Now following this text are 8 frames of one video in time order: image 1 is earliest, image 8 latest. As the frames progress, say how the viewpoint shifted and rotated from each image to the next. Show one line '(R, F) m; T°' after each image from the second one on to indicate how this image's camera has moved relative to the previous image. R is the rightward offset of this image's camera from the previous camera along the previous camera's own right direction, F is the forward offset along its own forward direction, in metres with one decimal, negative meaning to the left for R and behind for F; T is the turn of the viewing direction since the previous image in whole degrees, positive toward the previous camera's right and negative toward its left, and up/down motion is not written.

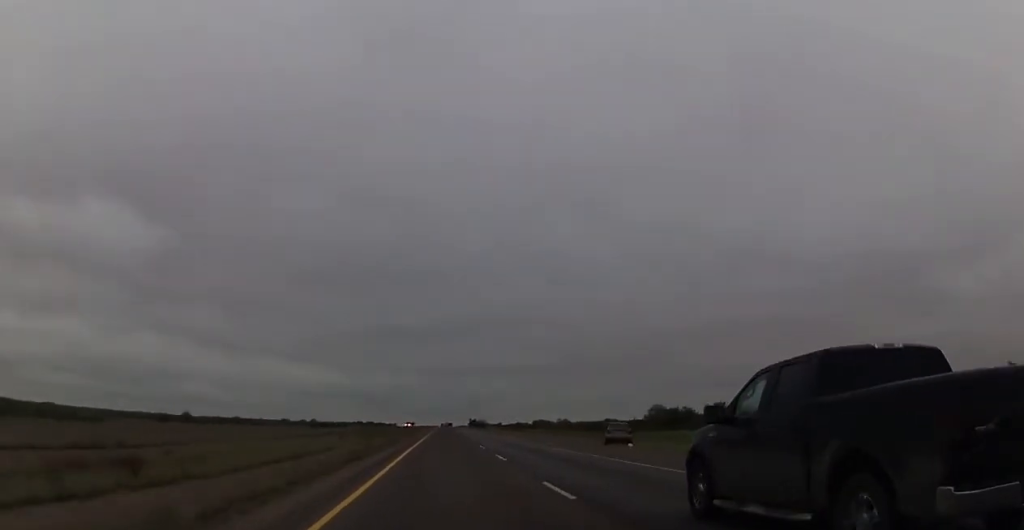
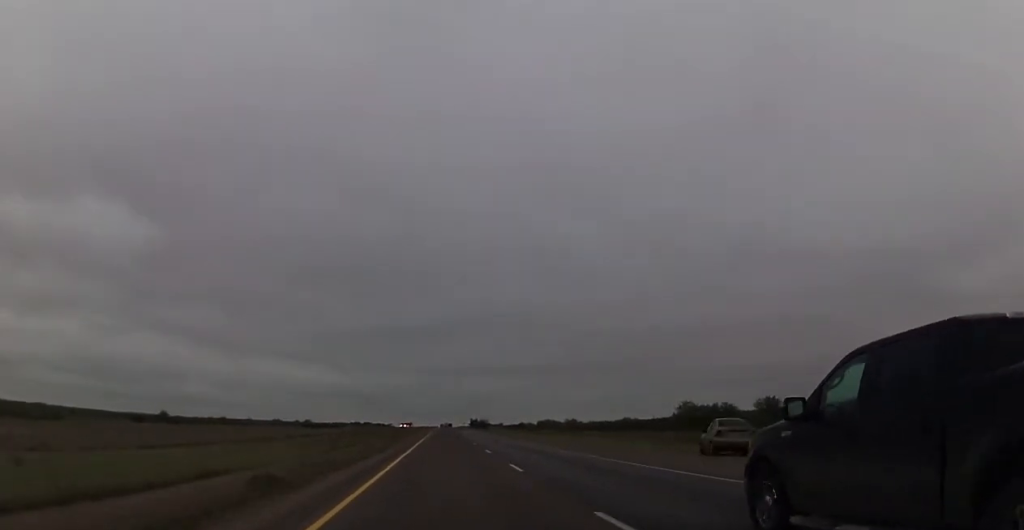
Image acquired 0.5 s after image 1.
(0.0, +17.0) m; 0°
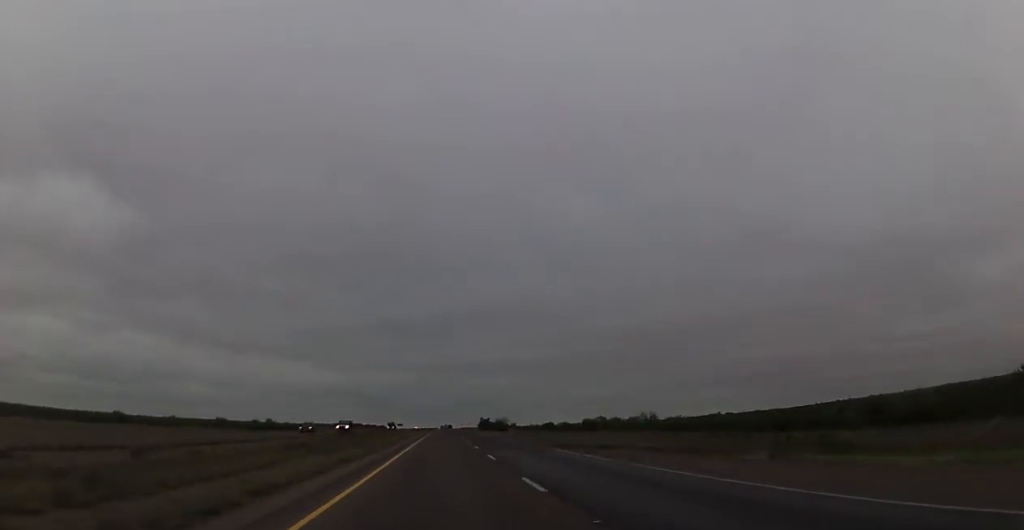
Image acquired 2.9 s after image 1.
(+0.6, +90.5) m; +1°
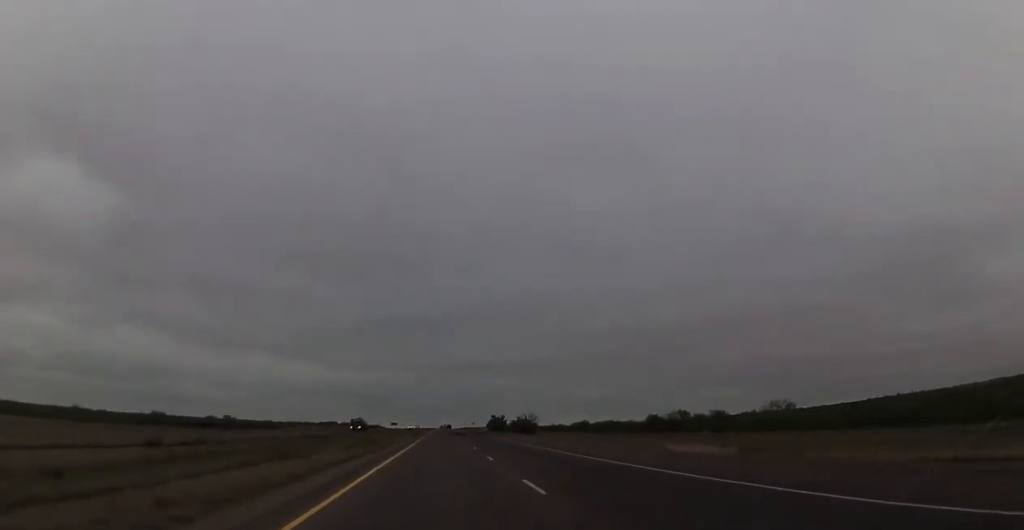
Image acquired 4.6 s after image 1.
(0.0, +61.0) m; 0°
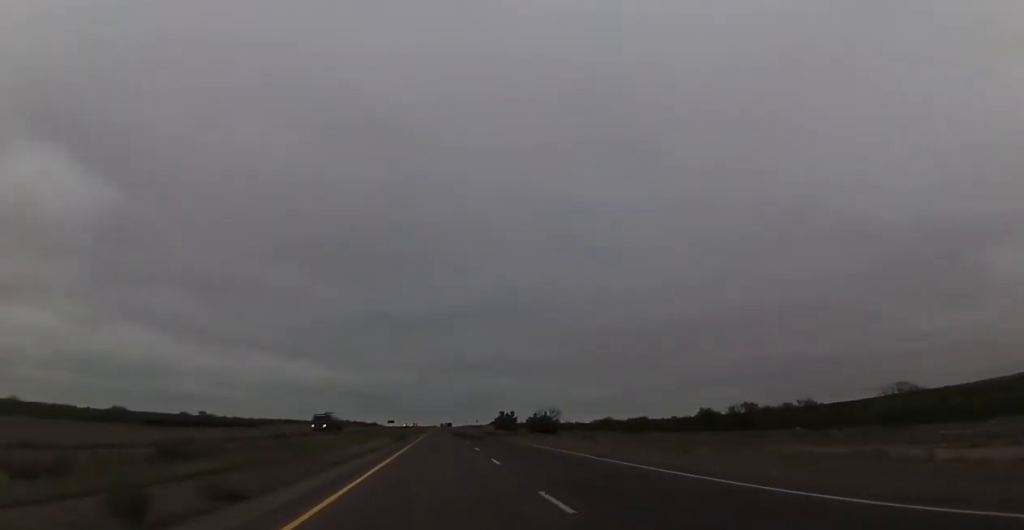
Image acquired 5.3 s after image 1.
(-0.1, +26.8) m; 0°
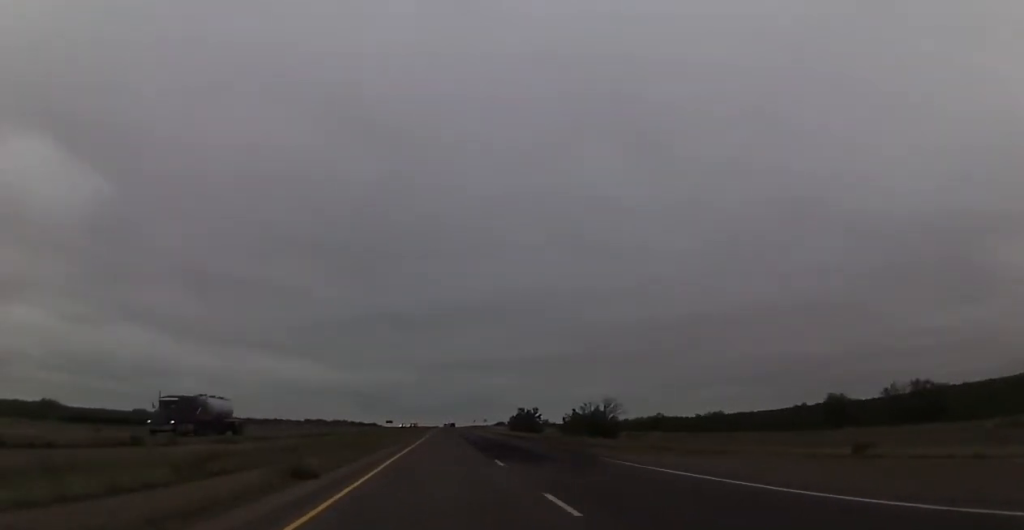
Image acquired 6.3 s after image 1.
(+0.1, +36.6) m; 0°
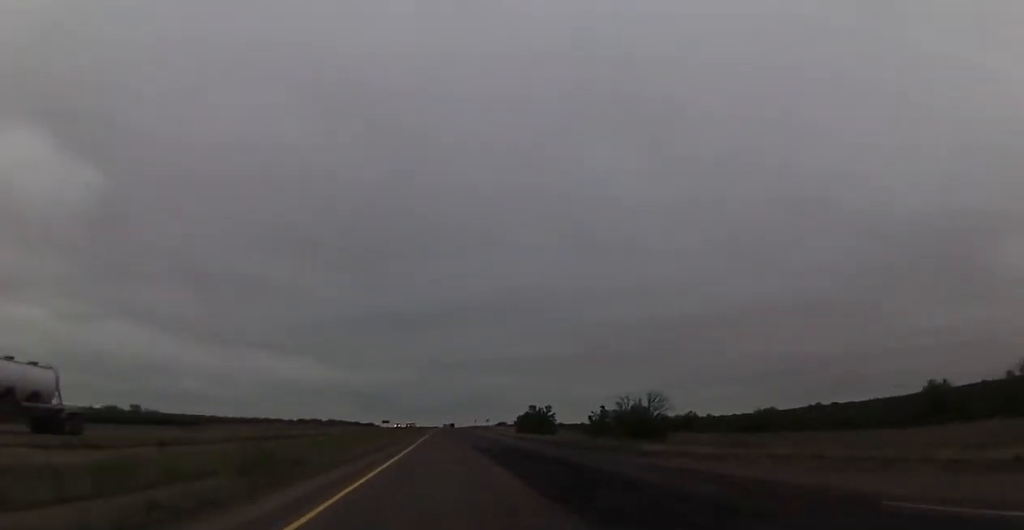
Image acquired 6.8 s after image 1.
(0.0, +17.0) m; 0°
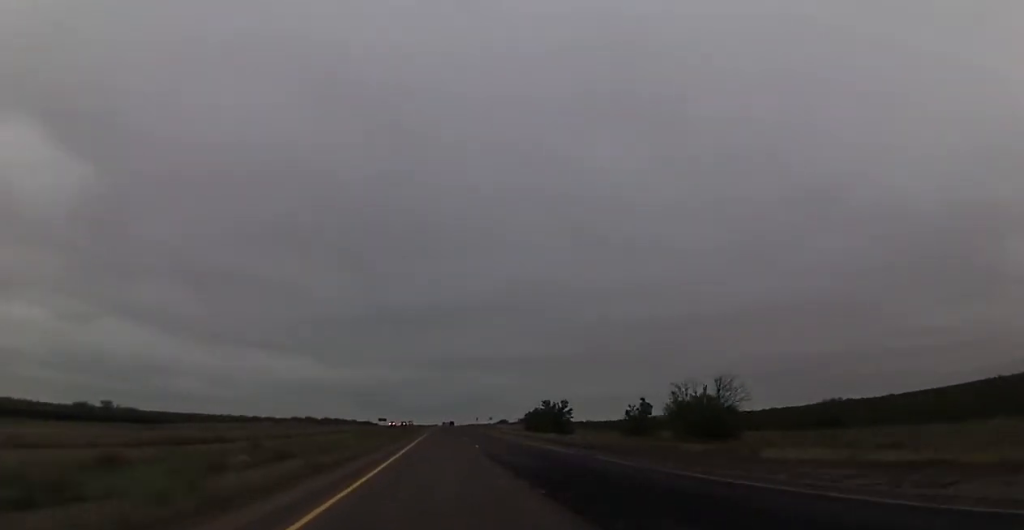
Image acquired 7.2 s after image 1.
(-0.1, +15.9) m; 0°
